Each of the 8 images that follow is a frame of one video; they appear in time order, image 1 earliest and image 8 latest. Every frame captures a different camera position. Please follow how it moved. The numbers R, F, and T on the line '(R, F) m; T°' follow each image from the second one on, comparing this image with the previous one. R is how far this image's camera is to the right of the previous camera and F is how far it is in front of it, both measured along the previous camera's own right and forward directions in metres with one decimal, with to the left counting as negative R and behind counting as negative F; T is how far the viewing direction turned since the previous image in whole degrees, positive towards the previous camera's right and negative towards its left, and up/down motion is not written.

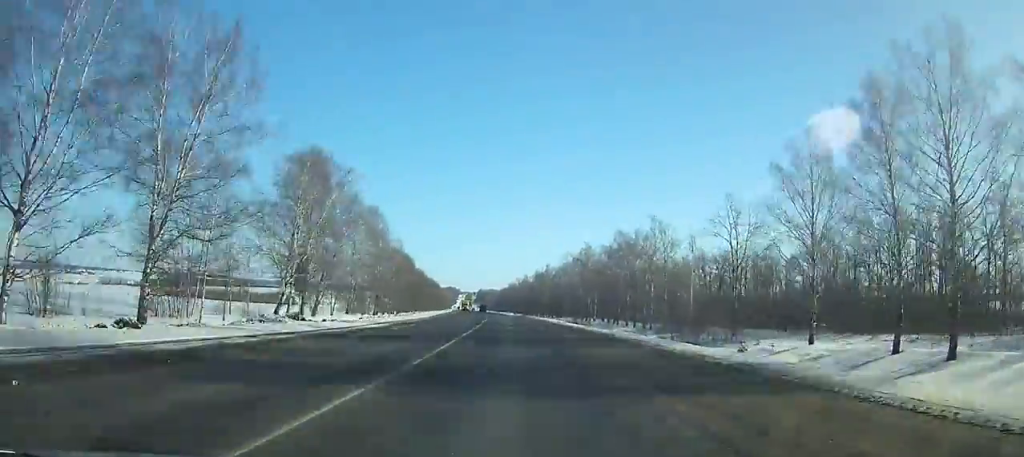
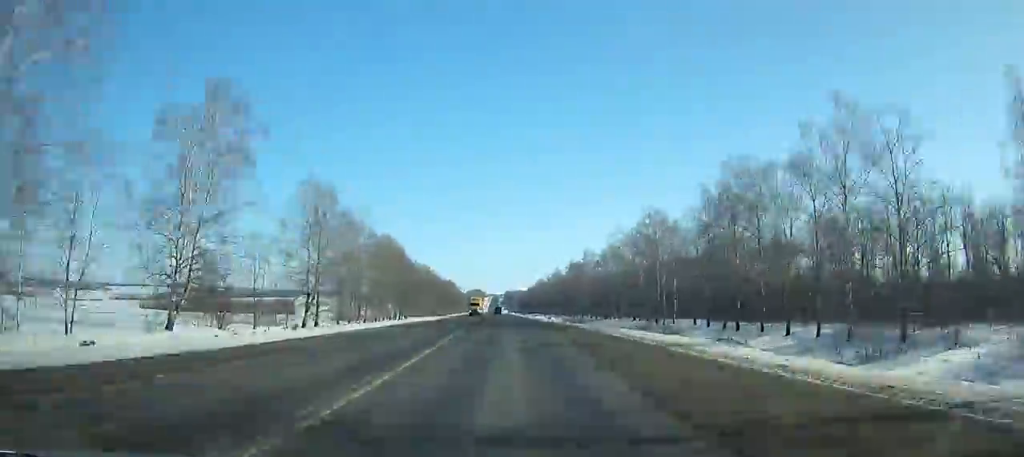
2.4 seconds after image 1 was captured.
(-1.4, +56.9) m; -3°
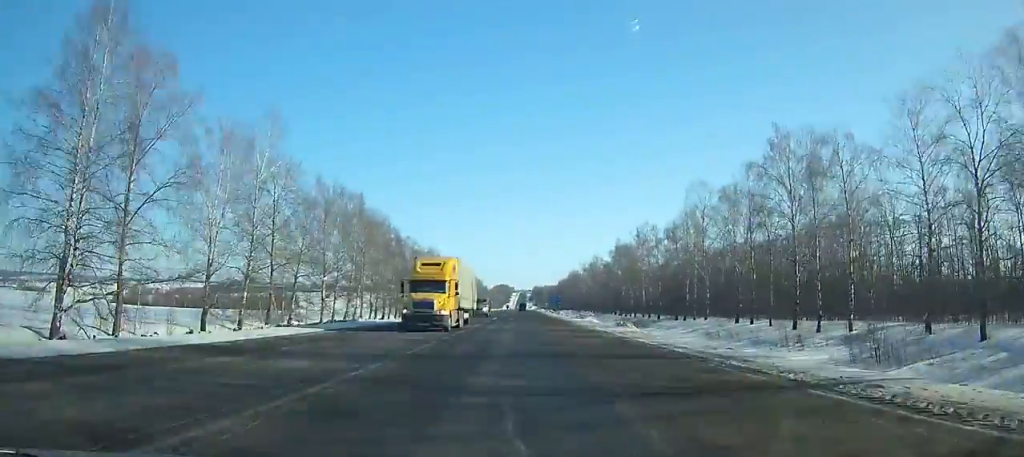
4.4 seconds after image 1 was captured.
(-1.4, +48.1) m; -2°
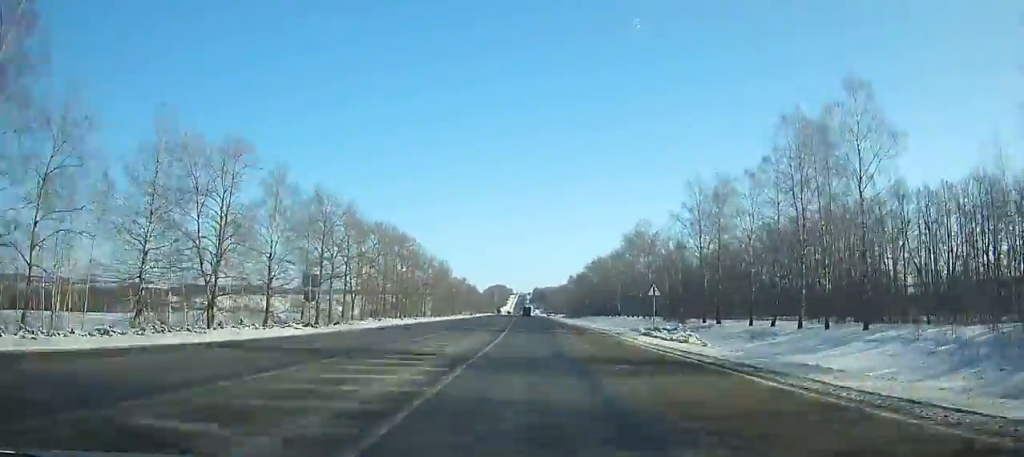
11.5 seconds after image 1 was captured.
(-2.4, +174.3) m; 0°
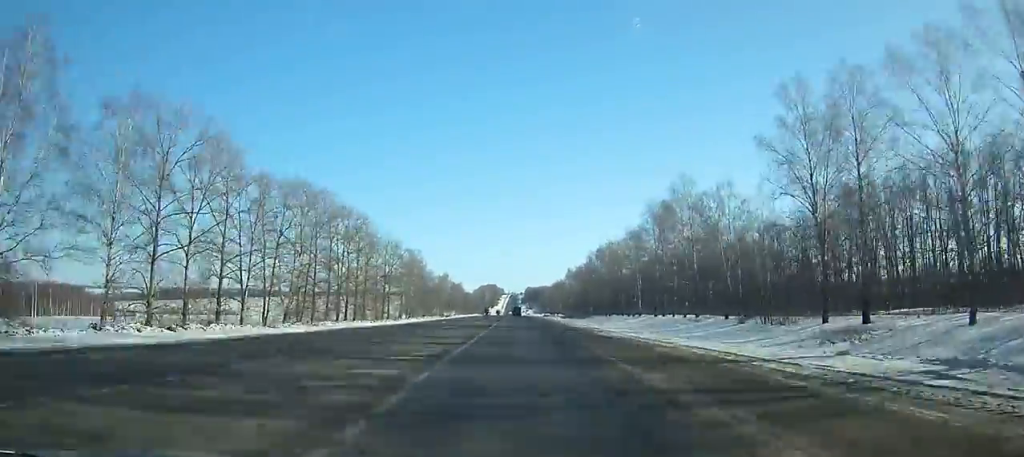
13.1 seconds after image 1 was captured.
(+0.1, +40.1) m; 0°
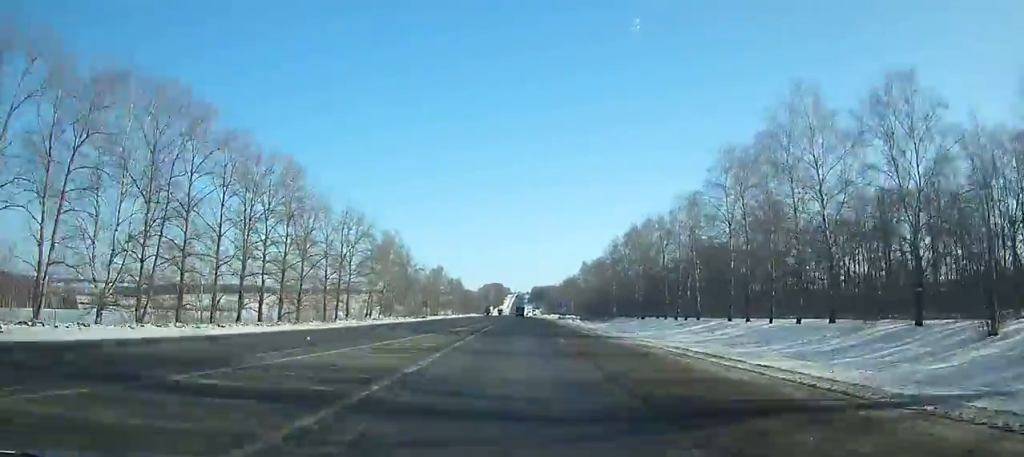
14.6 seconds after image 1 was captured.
(+0.1, +37.8) m; 0°
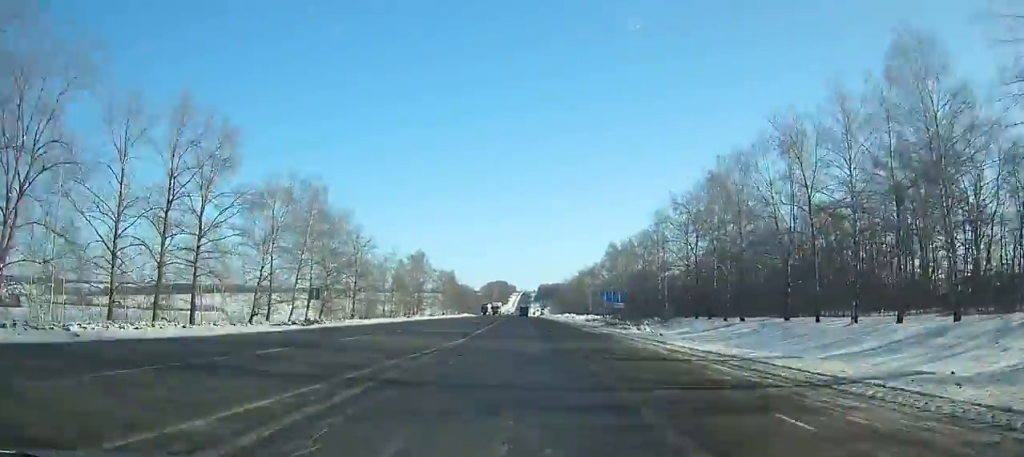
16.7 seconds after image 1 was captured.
(-0.2, +53.1) m; 0°
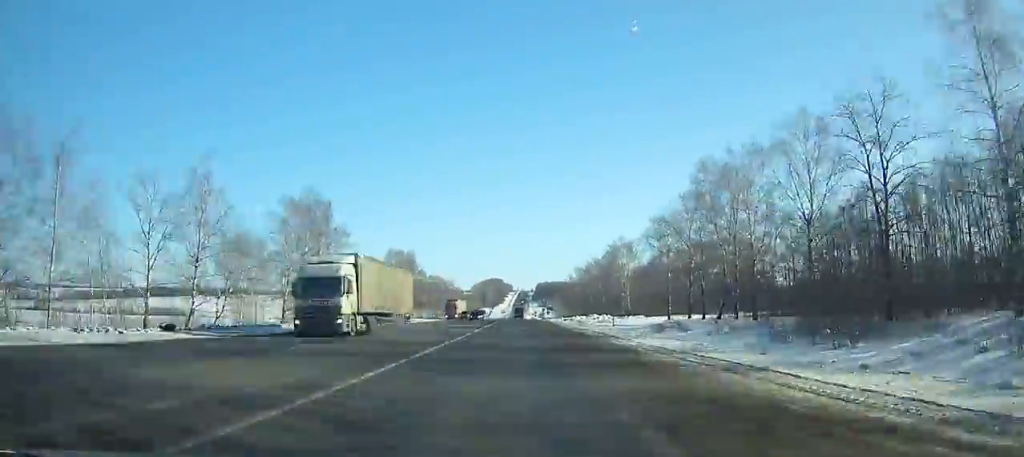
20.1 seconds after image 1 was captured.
(-0.6, +86.0) m; 0°
